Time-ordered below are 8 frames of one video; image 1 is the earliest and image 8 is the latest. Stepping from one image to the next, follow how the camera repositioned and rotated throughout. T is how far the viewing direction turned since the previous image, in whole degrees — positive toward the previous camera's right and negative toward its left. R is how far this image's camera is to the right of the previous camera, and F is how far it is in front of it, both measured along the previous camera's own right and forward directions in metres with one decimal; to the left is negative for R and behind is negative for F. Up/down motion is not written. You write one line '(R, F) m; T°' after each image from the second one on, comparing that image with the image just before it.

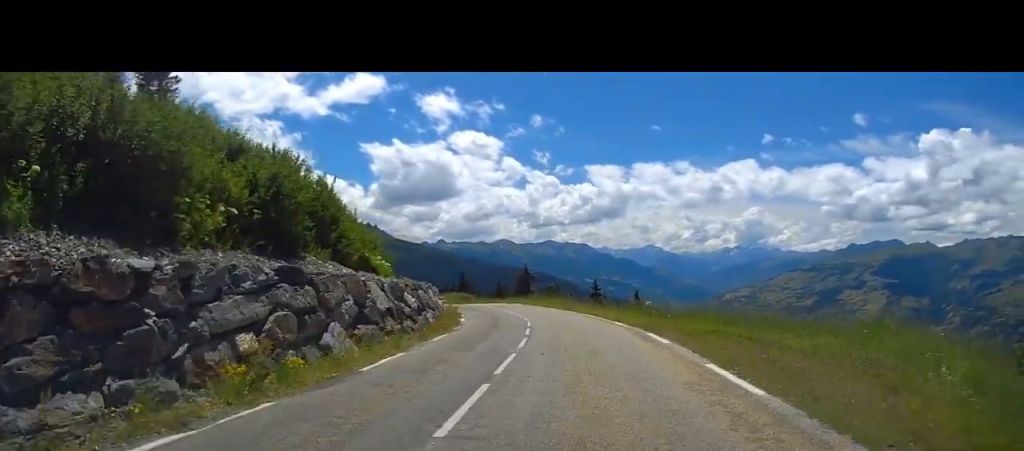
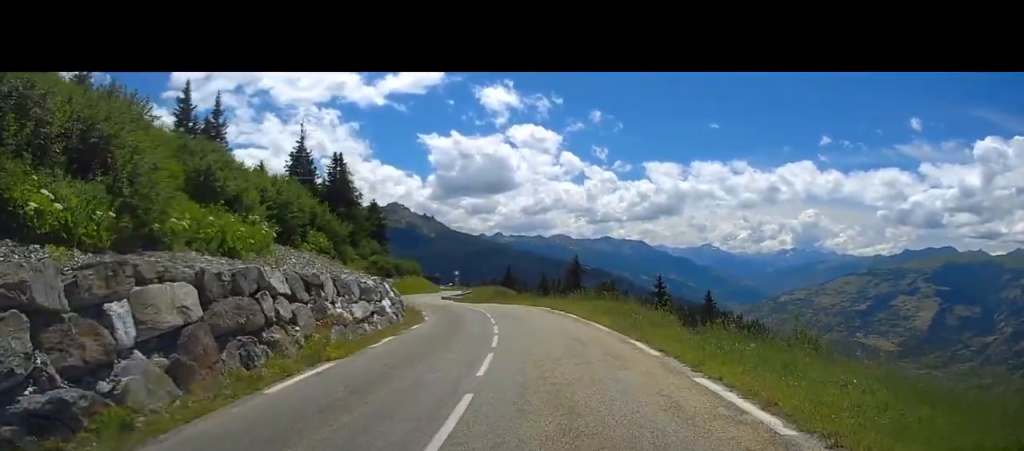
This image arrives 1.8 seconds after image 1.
(-2.1, +22.3) m; -14°
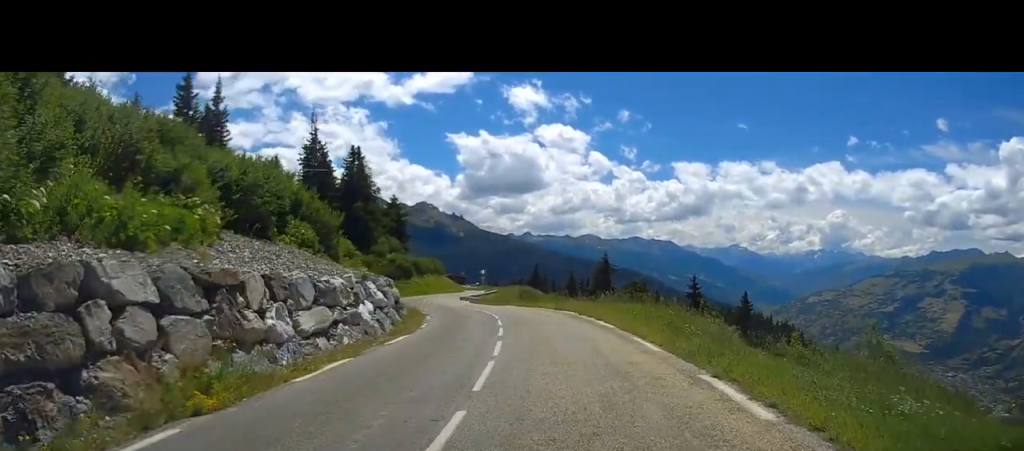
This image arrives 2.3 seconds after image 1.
(-0.2, +5.7) m; -4°
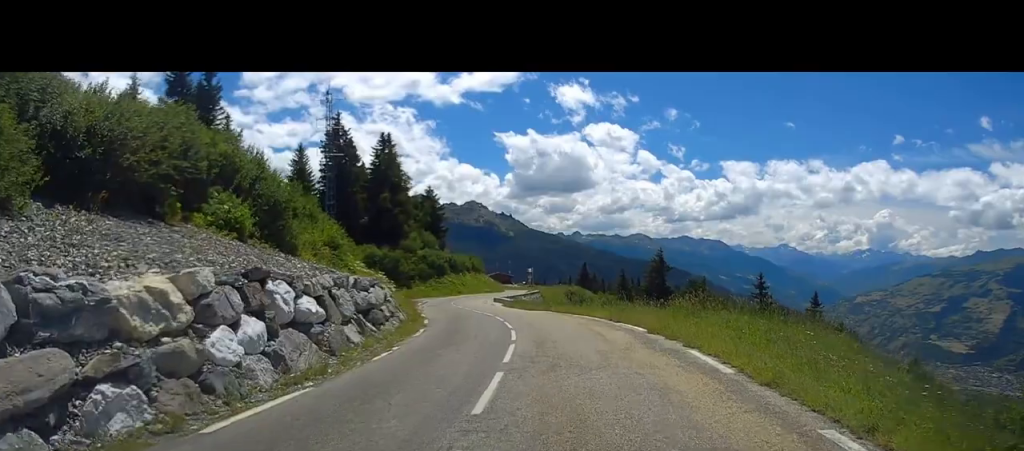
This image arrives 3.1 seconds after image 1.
(-0.8, +10.0) m; -5°
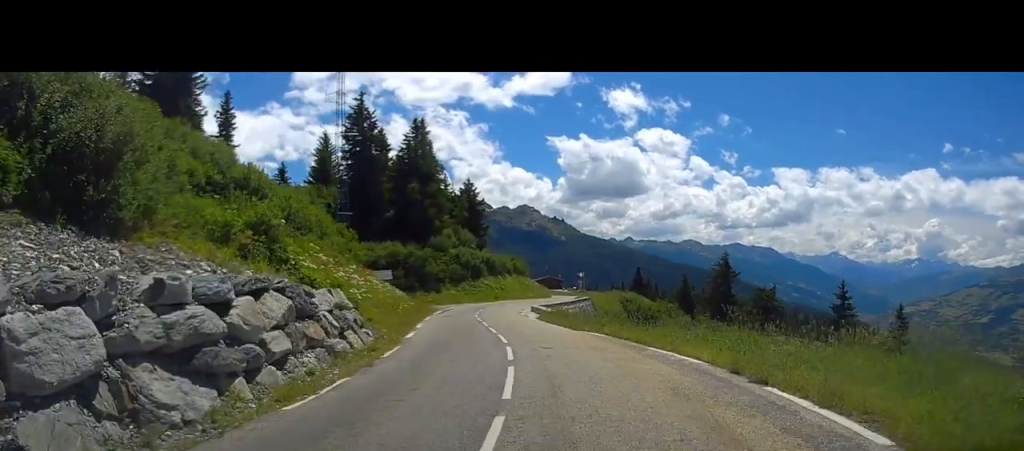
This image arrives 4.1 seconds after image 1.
(0.0, +11.3) m; 0°
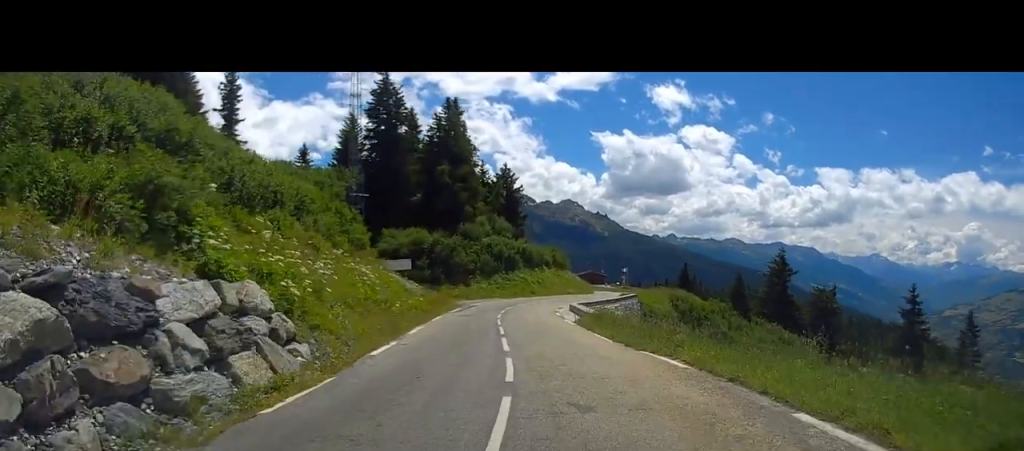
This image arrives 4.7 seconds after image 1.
(0.0, +7.4) m; 0°
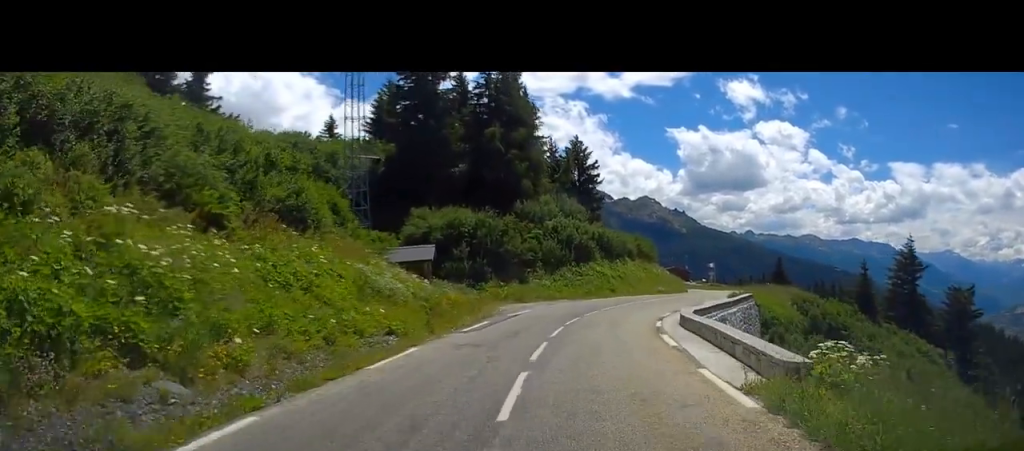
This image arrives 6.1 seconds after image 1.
(0.0, +15.9) m; +1°
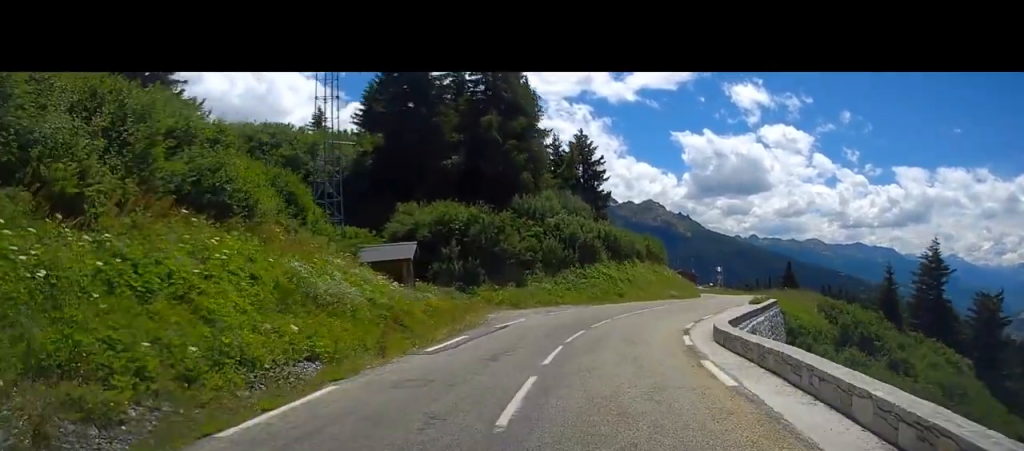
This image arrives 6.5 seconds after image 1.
(0.0, +4.7) m; +2°
